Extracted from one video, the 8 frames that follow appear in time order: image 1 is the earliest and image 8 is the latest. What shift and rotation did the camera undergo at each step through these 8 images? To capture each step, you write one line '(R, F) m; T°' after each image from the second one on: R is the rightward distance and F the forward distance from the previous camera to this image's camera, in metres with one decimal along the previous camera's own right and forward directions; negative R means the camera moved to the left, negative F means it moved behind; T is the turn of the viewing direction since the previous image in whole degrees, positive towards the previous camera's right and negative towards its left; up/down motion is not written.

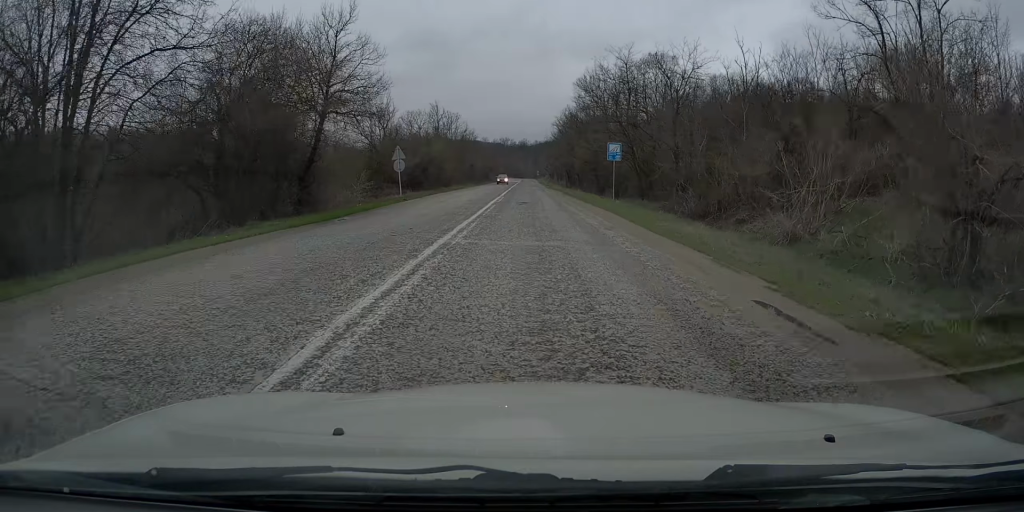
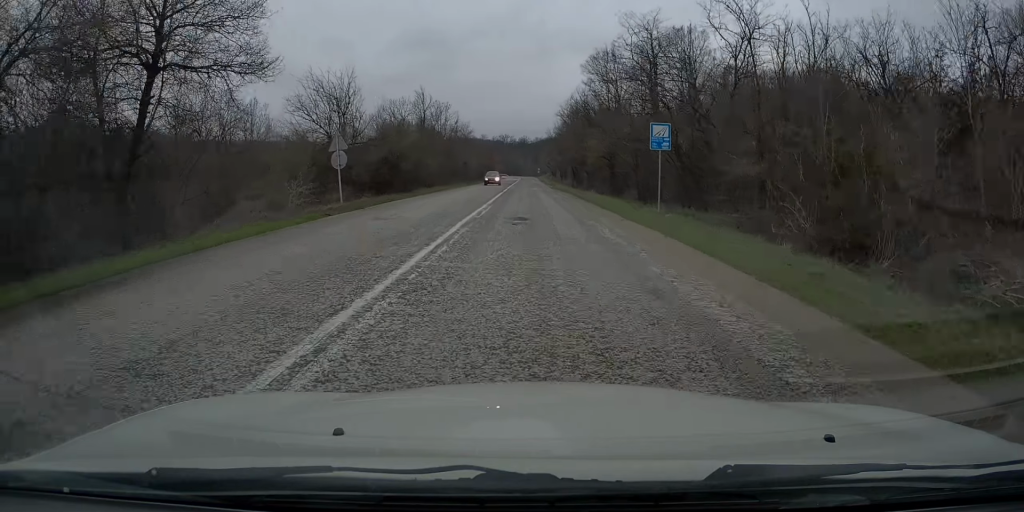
(+0.2, +11.6) m; 0°
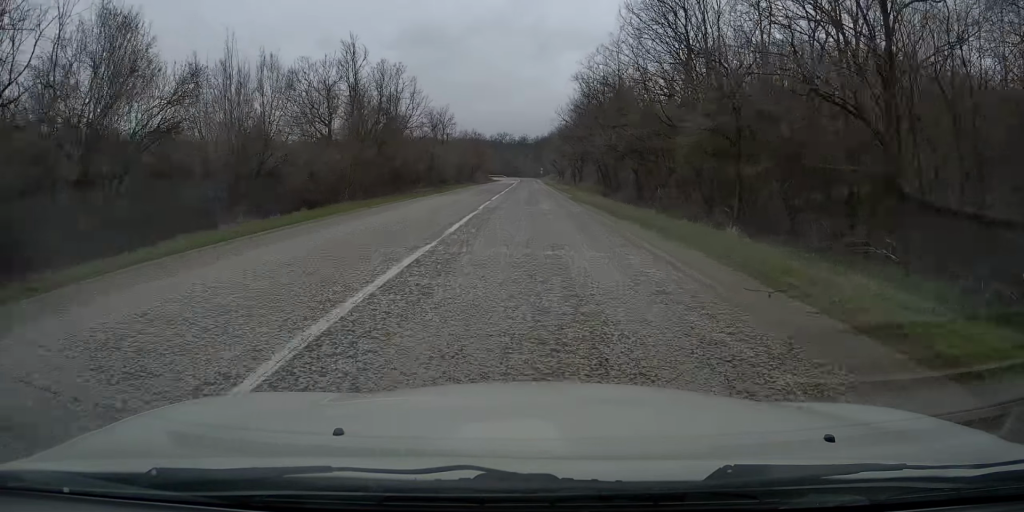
(-0.2, +30.5) m; +1°
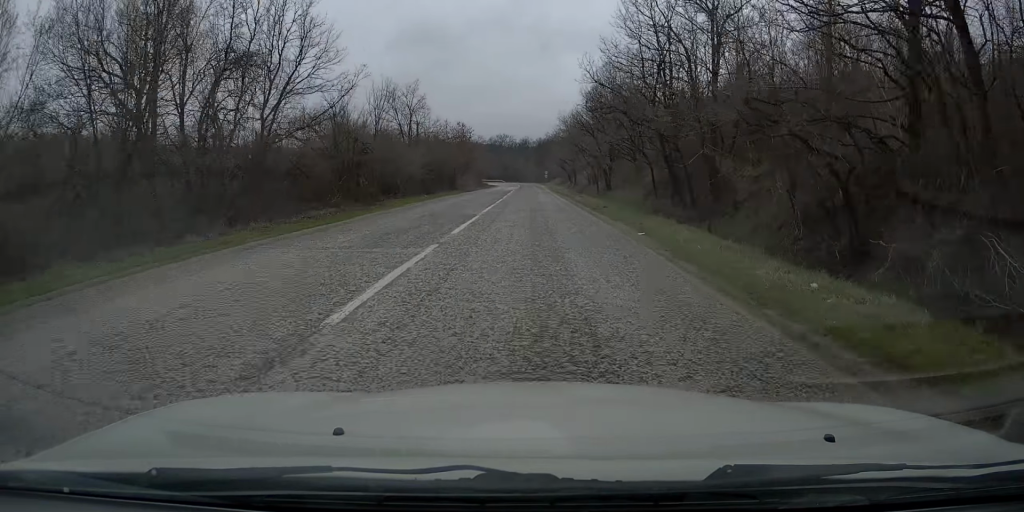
(+0.2, +25.2) m; 0°
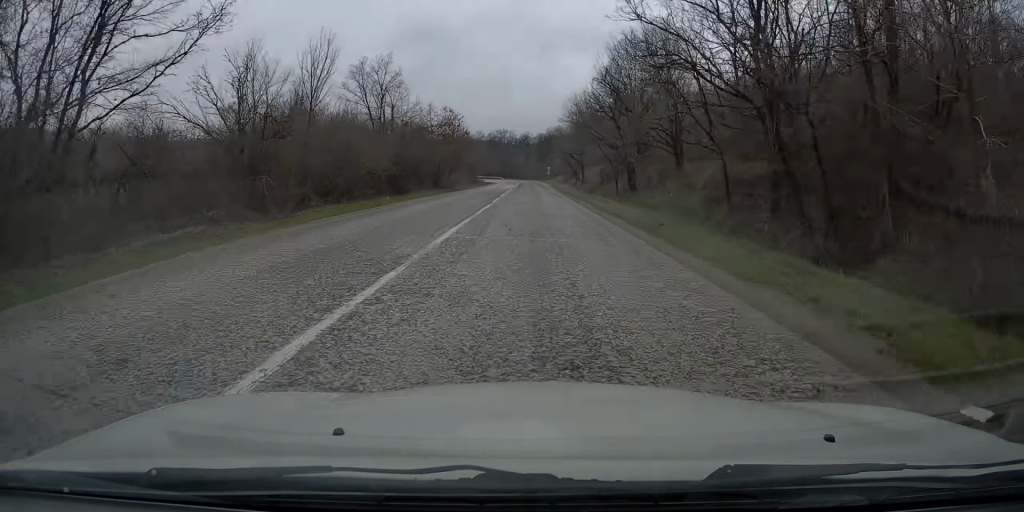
(0.0, +12.2) m; 0°
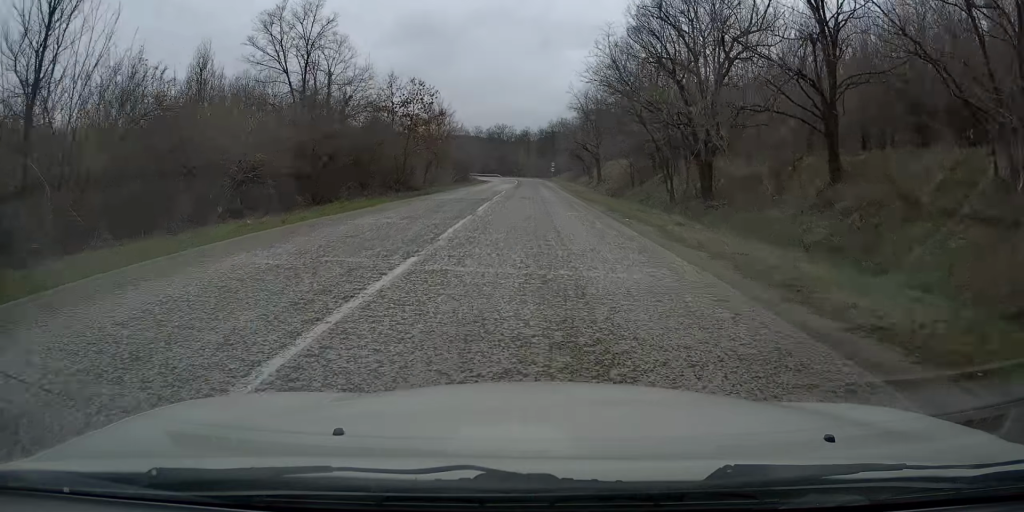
(0.0, +16.9) m; 0°
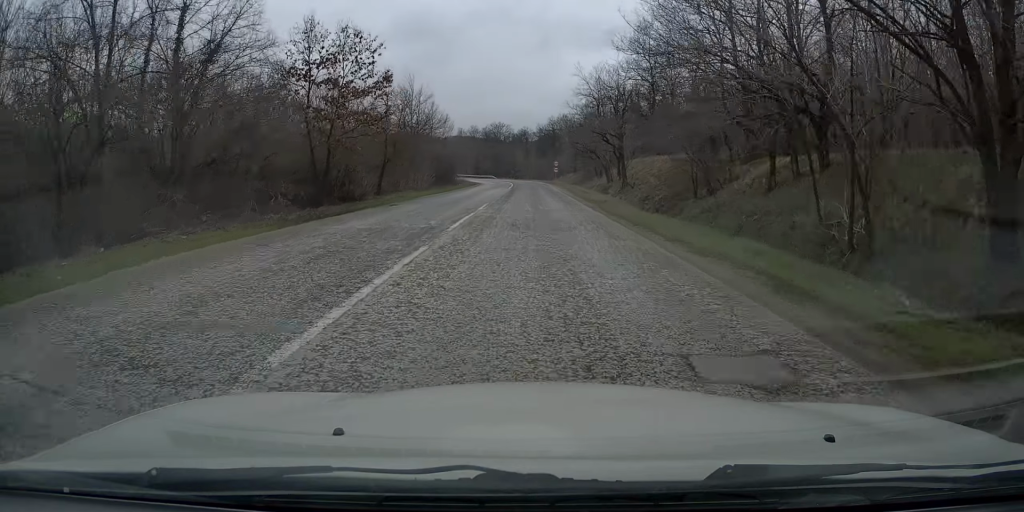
(0.0, +16.4) m; 0°
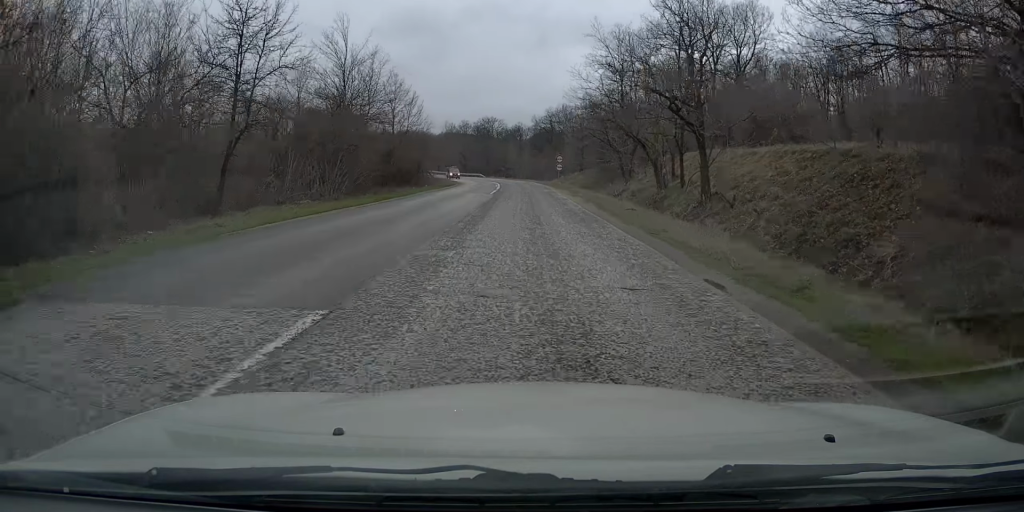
(-0.2, +21.0) m; -1°
